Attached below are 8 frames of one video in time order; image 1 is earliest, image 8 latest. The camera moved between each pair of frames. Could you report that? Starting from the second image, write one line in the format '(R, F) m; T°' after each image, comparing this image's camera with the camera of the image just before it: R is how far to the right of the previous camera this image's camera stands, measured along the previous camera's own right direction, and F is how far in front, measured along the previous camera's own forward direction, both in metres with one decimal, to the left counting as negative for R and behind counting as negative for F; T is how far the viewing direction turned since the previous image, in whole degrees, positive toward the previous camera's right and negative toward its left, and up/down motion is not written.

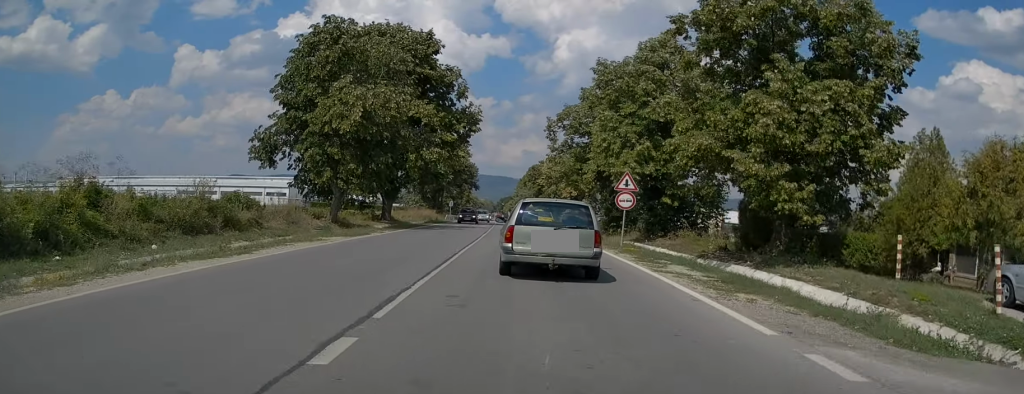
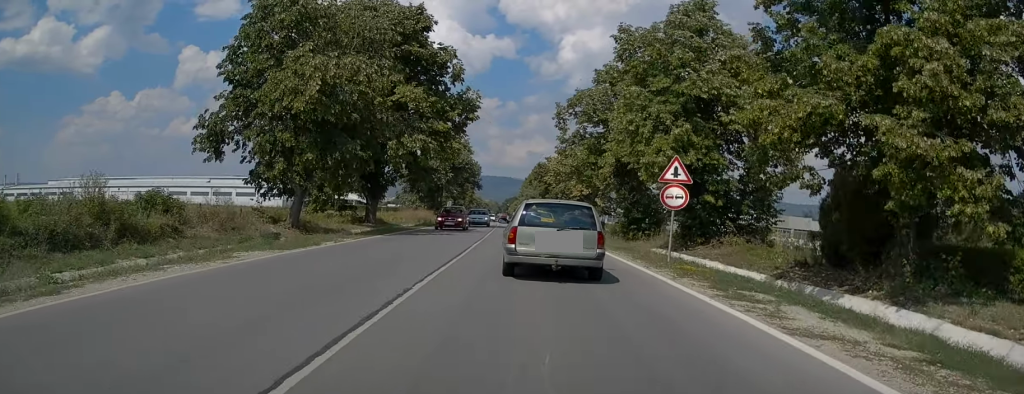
(0.0, +7.3) m; 0°
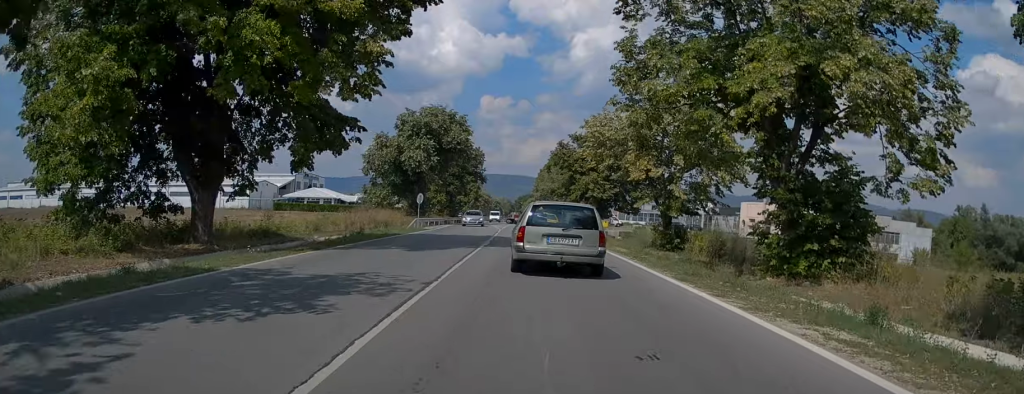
(-0.4, +26.2) m; -1°
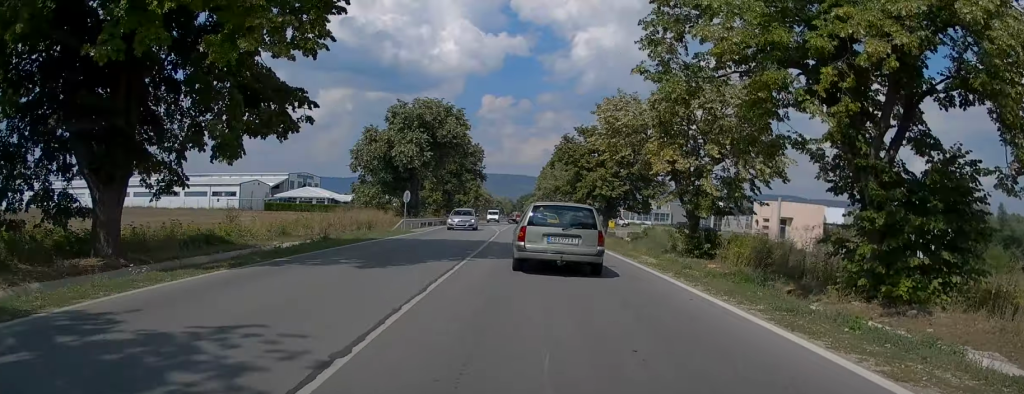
(0.0, +5.4) m; 0°
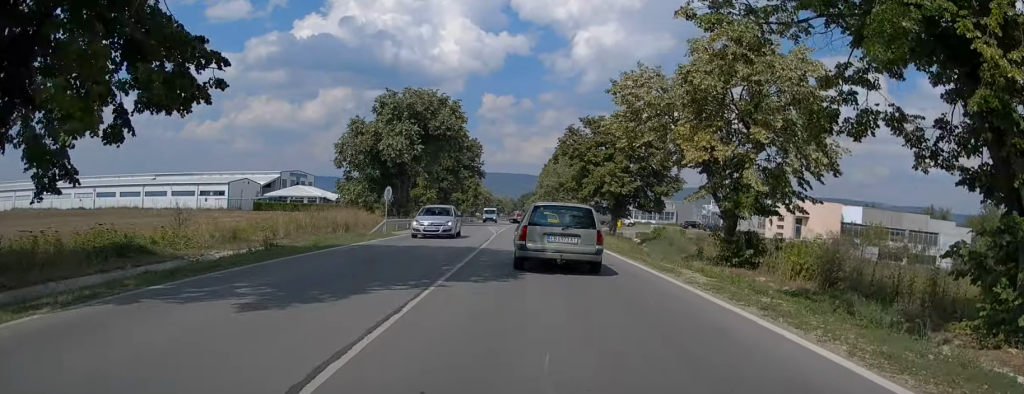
(0.0, +5.3) m; 0°
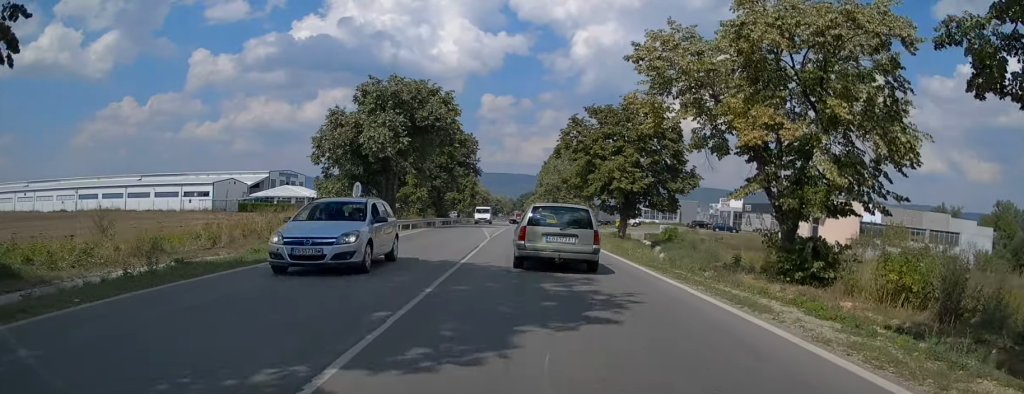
(0.0, +5.7) m; 0°
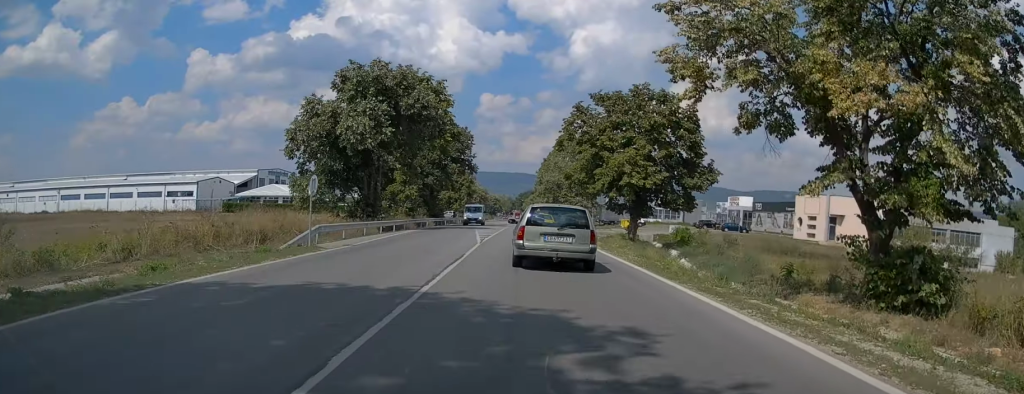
(-0.1, +5.3) m; 0°
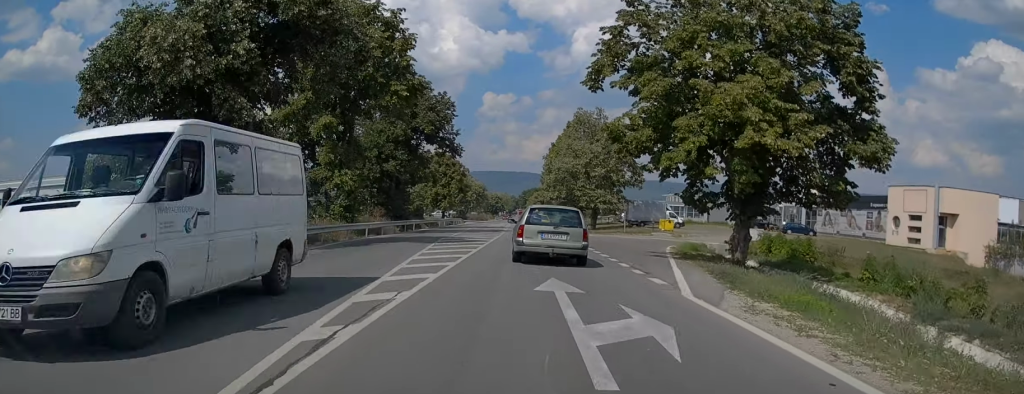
(0.0, +21.9) m; -1°
